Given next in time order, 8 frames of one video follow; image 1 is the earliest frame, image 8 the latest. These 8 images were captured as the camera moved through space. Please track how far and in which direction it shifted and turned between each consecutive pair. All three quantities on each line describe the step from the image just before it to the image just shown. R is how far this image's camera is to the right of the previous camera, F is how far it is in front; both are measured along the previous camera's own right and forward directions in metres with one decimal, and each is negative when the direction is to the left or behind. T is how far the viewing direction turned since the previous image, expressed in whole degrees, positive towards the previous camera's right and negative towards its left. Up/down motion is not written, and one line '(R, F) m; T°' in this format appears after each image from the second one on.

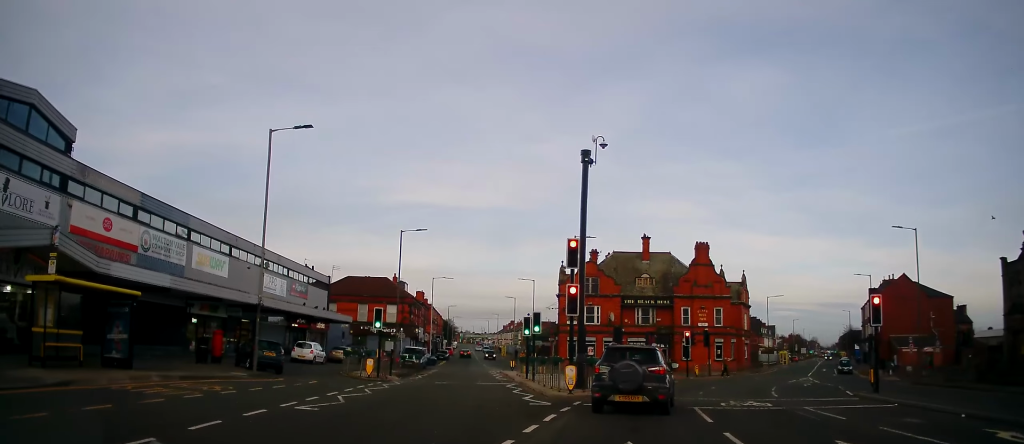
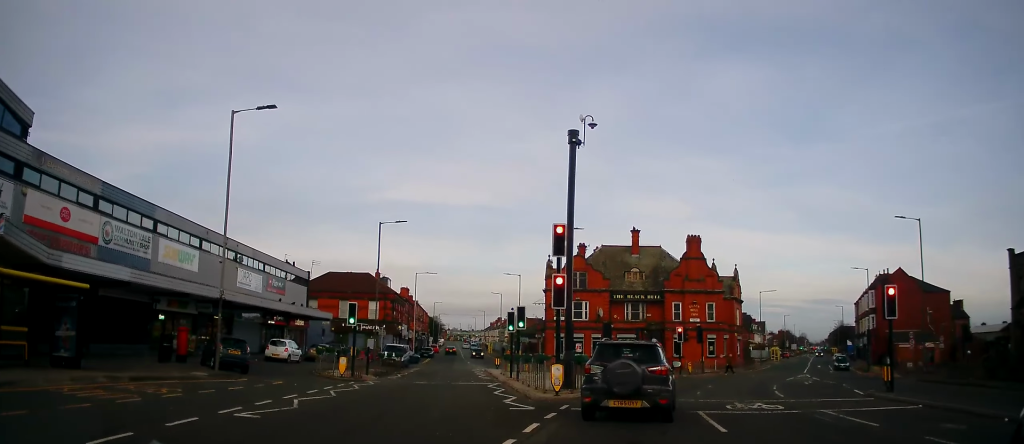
(0.0, +2.3) m; +1°
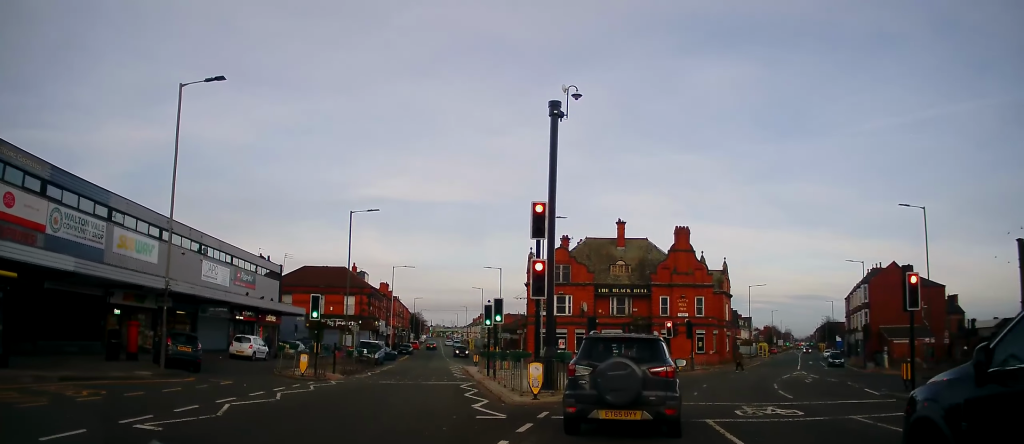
(+0.1, +3.2) m; +4°
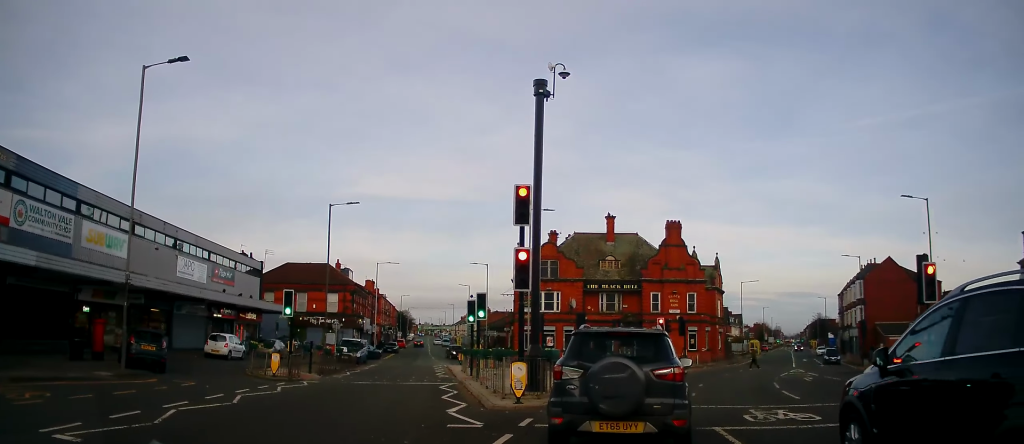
(+0.1, +2.1) m; +5°
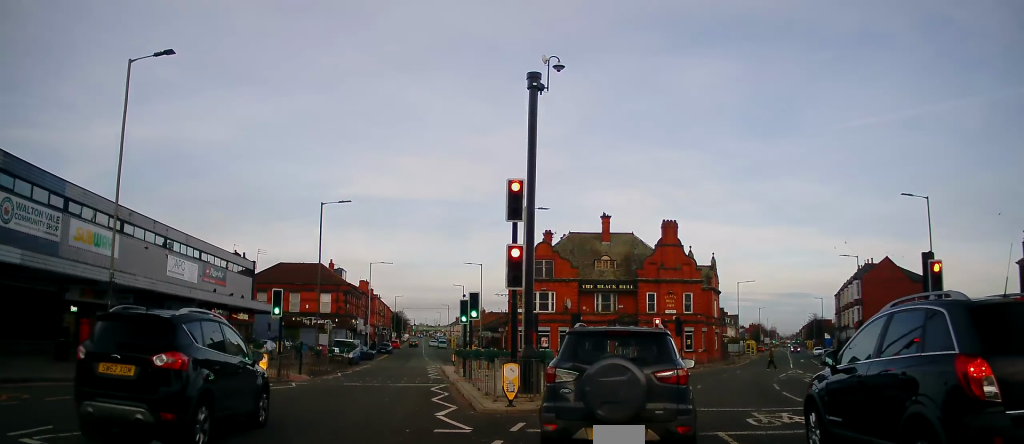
(+0.1, +0.8) m; 0°
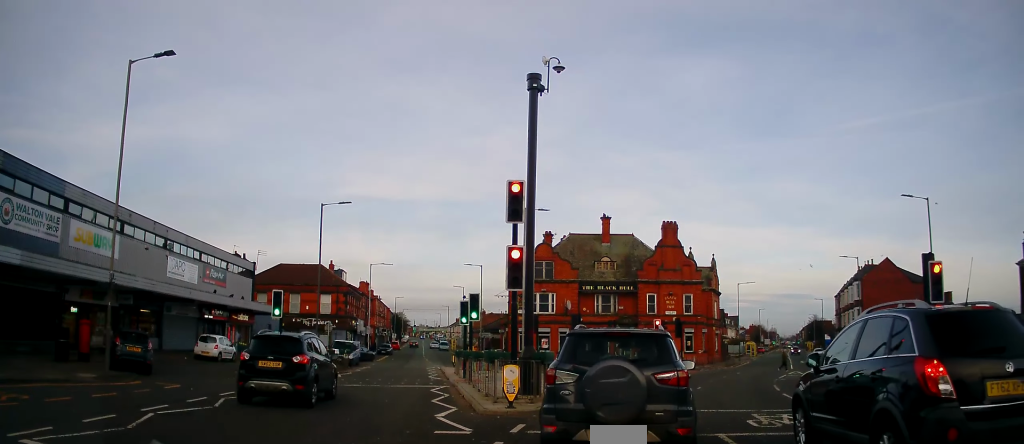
(-0.2, +0.2) m; 0°
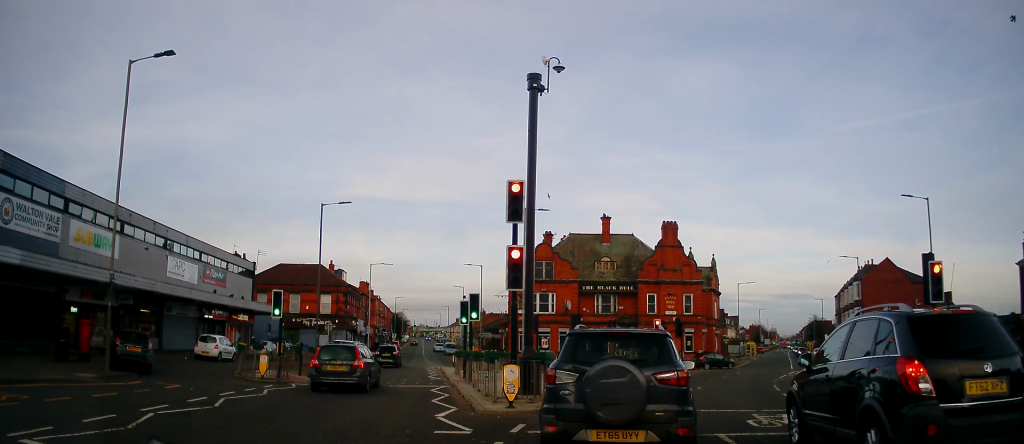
(-0.2, +0.2) m; 0°
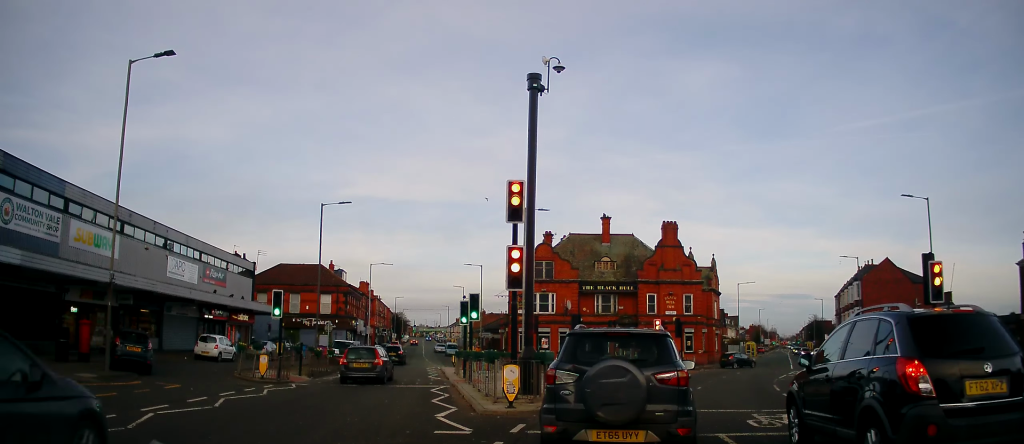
(0.0, 0.0) m; 0°
